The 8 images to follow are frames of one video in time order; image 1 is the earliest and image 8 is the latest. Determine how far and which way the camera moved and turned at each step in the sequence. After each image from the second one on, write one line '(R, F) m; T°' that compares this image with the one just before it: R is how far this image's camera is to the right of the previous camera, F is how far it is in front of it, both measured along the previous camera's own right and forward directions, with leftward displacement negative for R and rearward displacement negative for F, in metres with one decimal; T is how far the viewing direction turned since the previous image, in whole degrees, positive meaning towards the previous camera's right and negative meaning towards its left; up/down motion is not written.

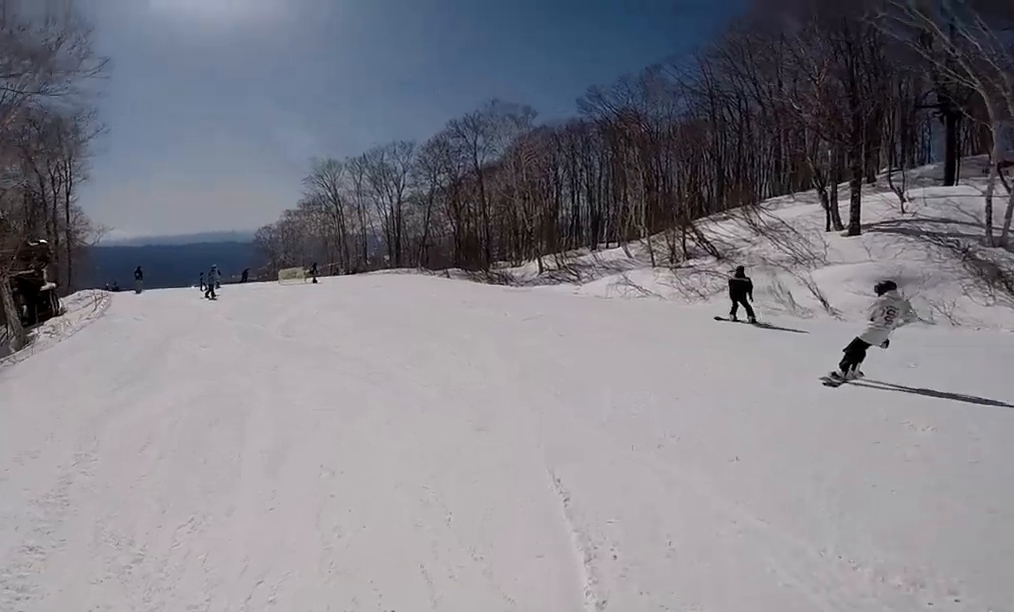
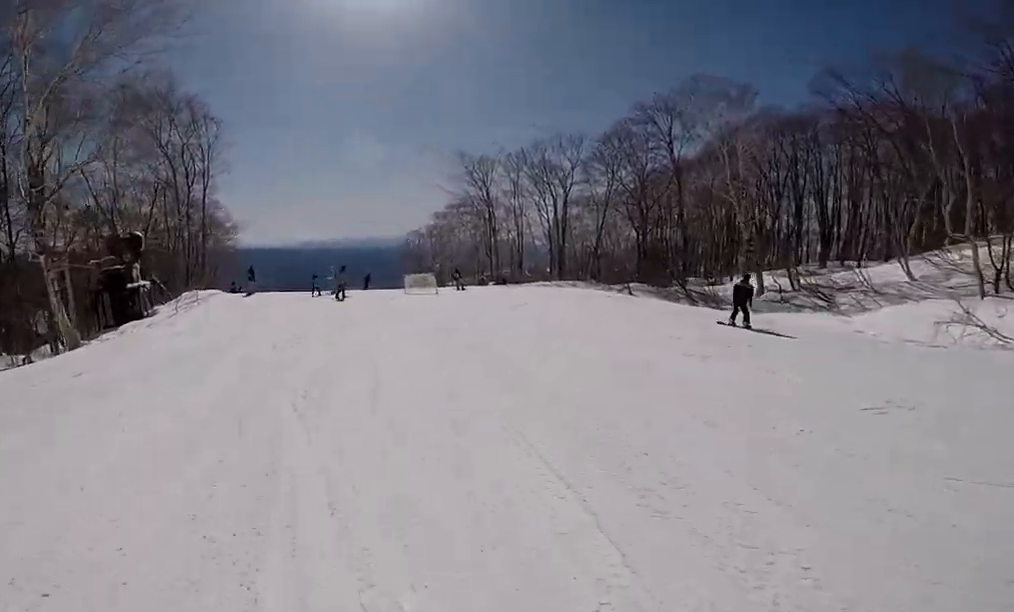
(-1.4, +6.5) m; -19°
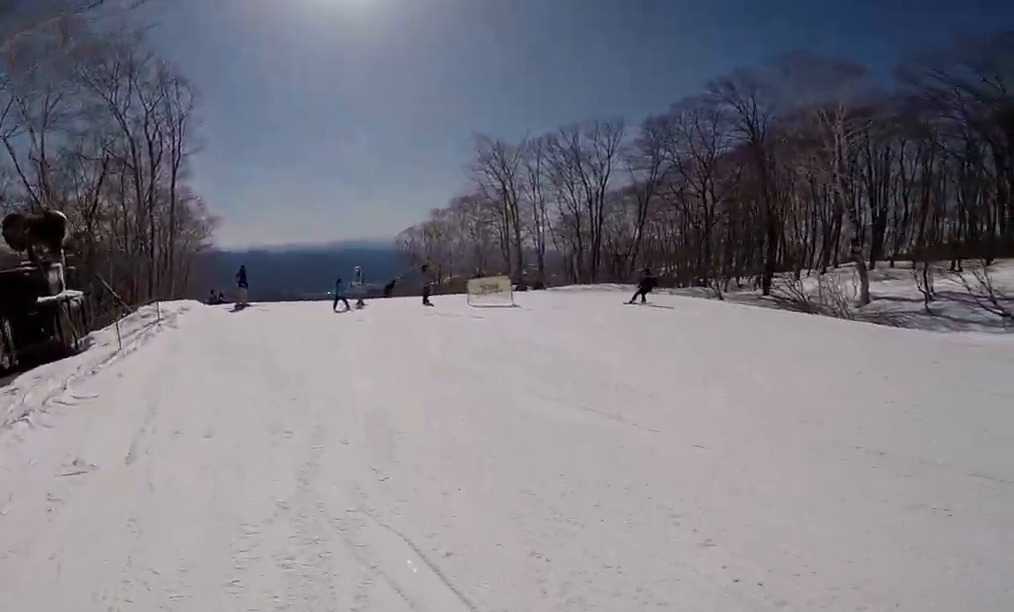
(-0.8, +8.0) m; -2°
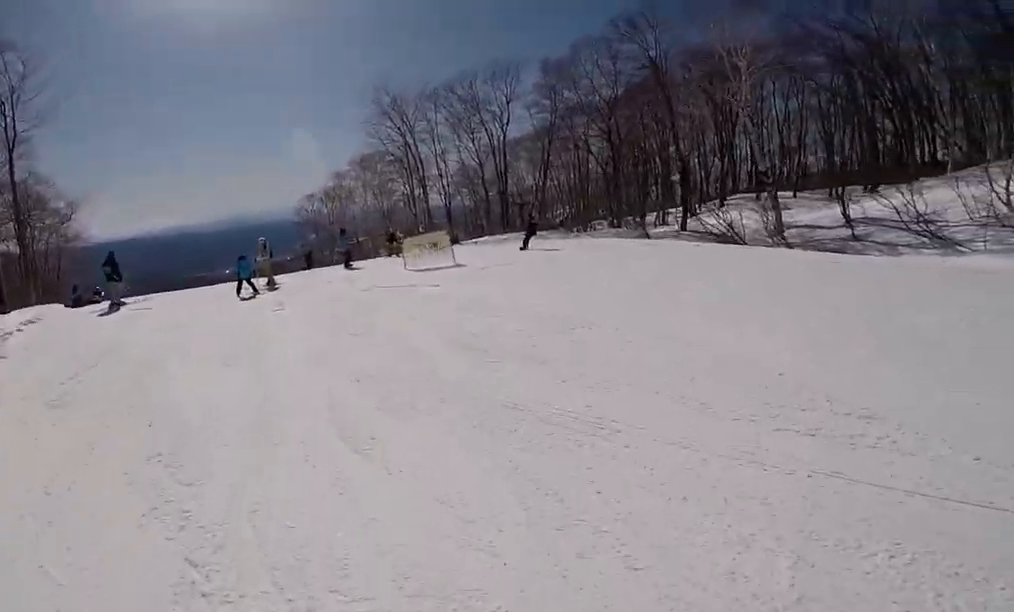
(-0.1, +3.4) m; +16°
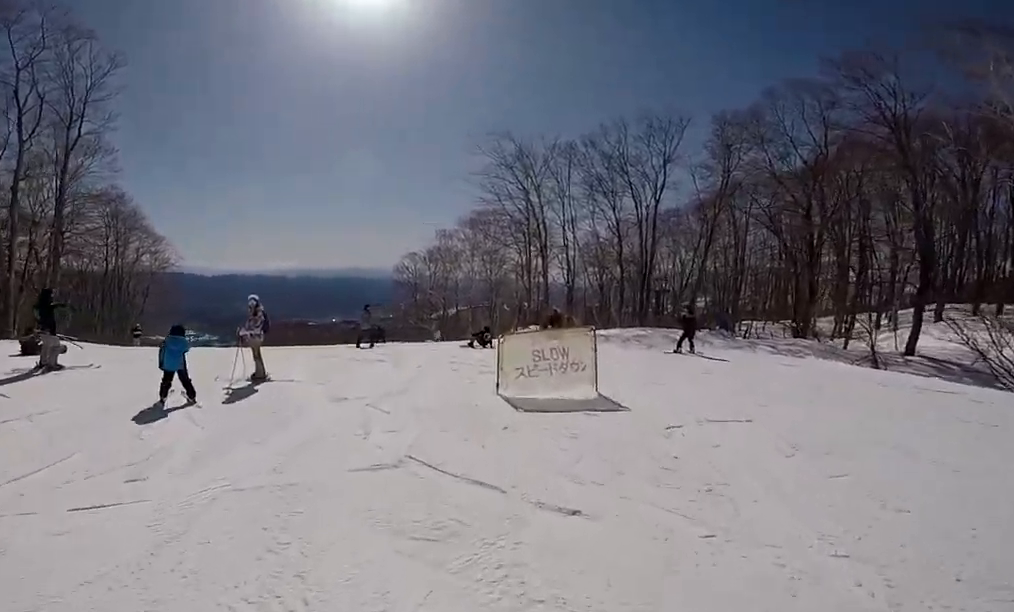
(+2.2, +7.0) m; +5°
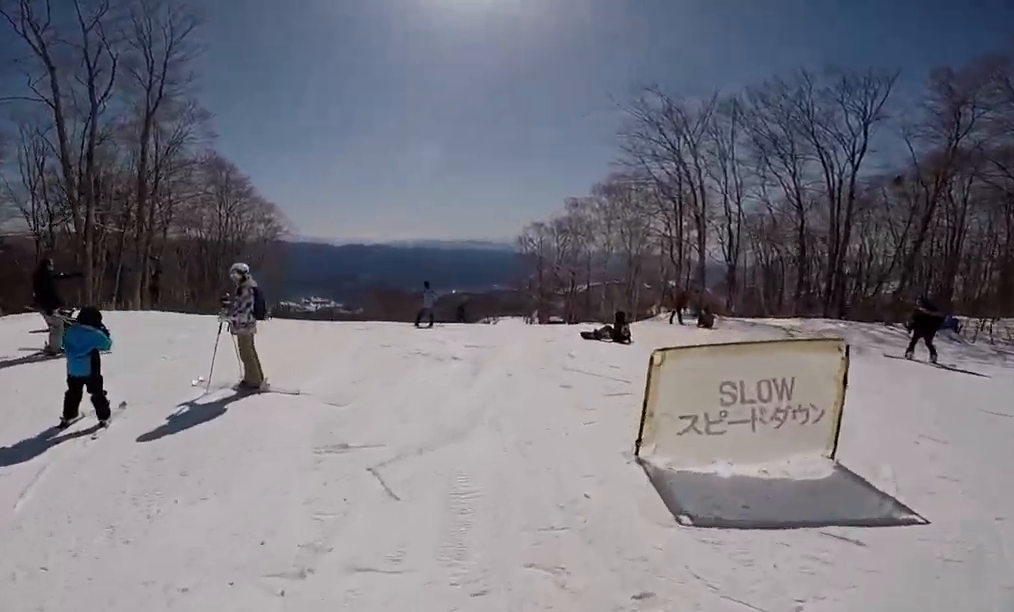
(-0.8, +3.3) m; -18°
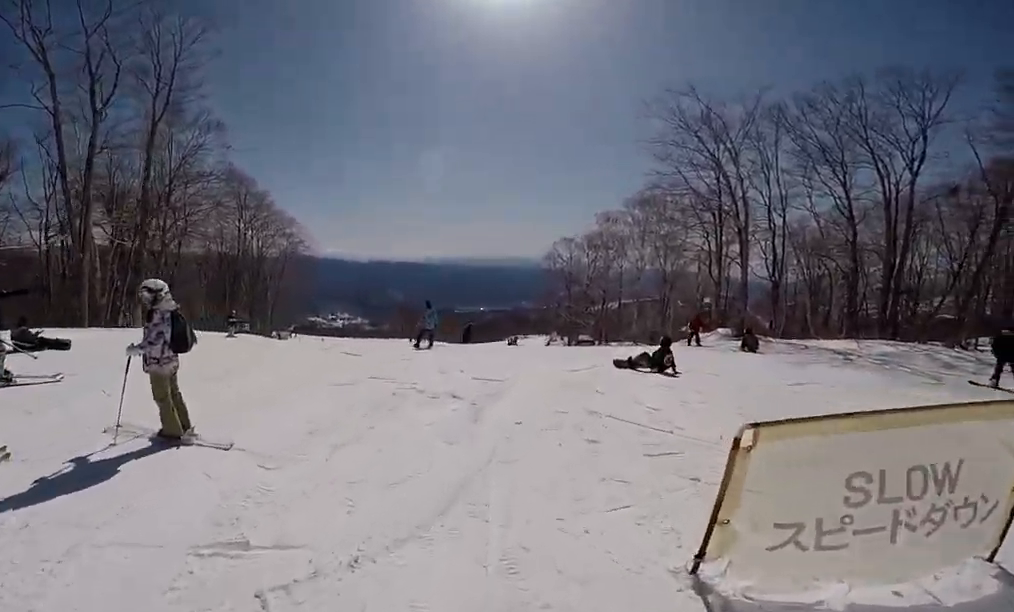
(-0.2, +1.6) m; -8°
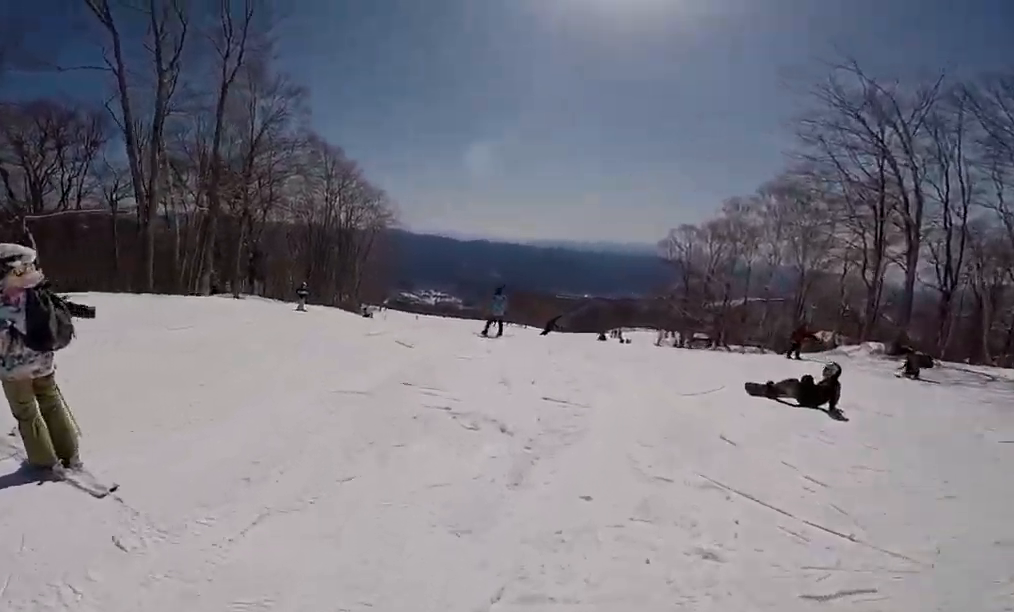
(0.0, +1.9) m; -10°
